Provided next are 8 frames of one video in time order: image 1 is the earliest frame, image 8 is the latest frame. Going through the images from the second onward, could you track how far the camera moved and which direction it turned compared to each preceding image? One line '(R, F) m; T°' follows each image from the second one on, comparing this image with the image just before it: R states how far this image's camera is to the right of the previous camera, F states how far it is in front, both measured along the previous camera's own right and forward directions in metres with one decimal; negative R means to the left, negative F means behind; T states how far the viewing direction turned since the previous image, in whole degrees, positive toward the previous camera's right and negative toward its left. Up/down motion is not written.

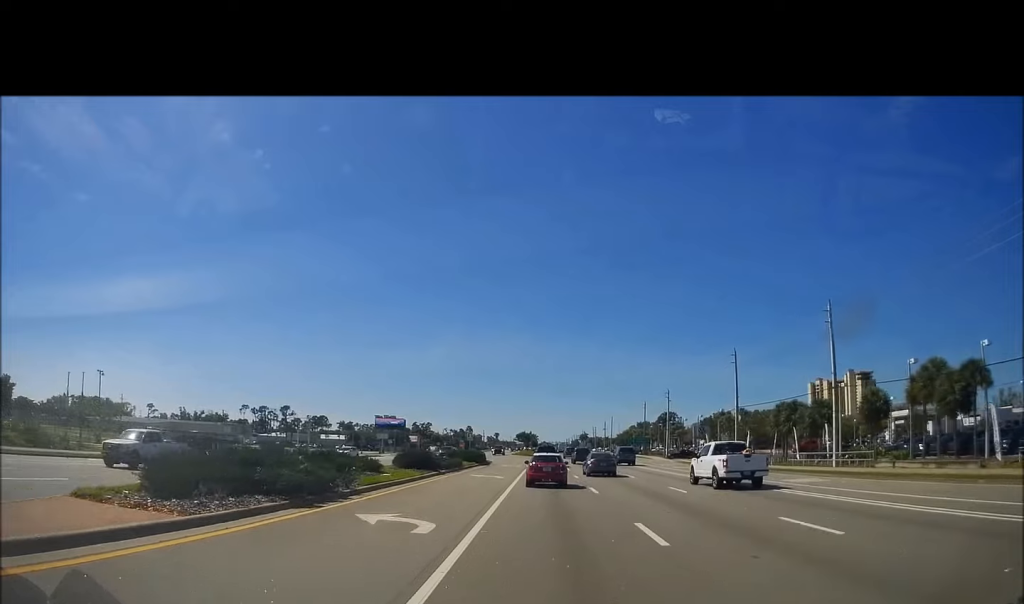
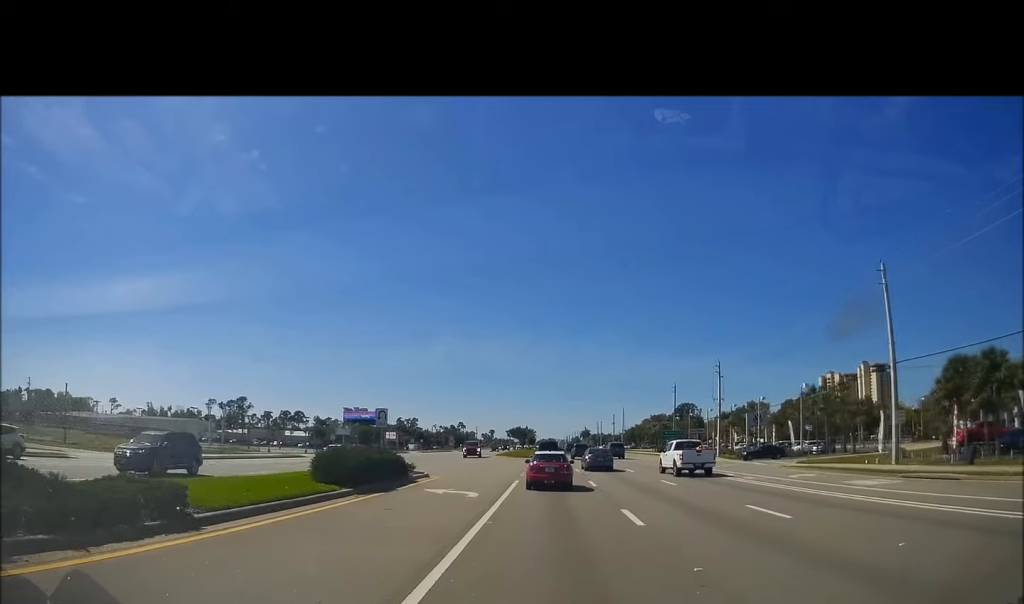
(-0.1, +34.7) m; 0°
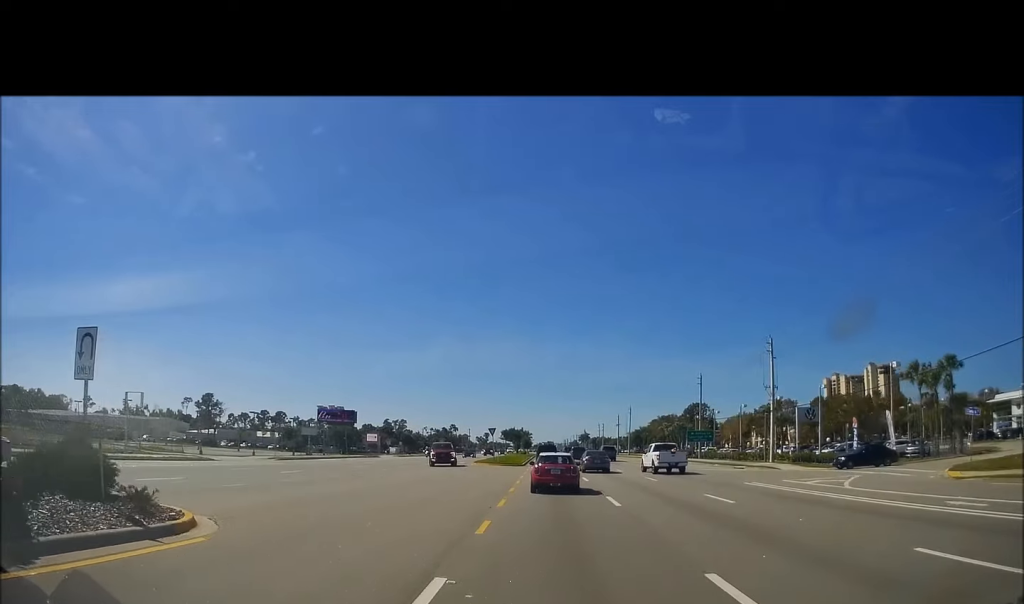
(0.0, +20.4) m; 0°
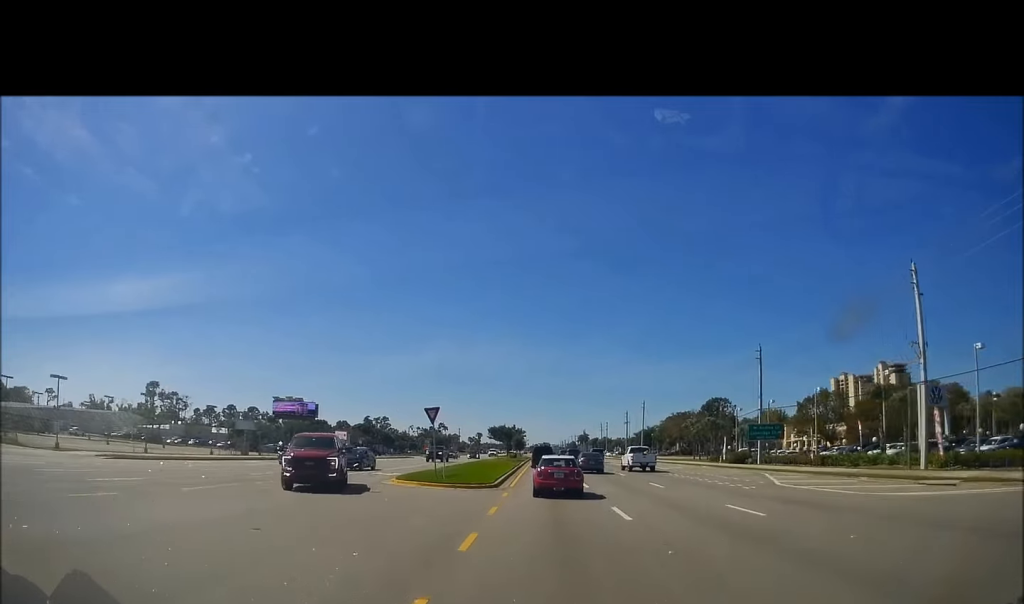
(+0.3, +27.0) m; +2°
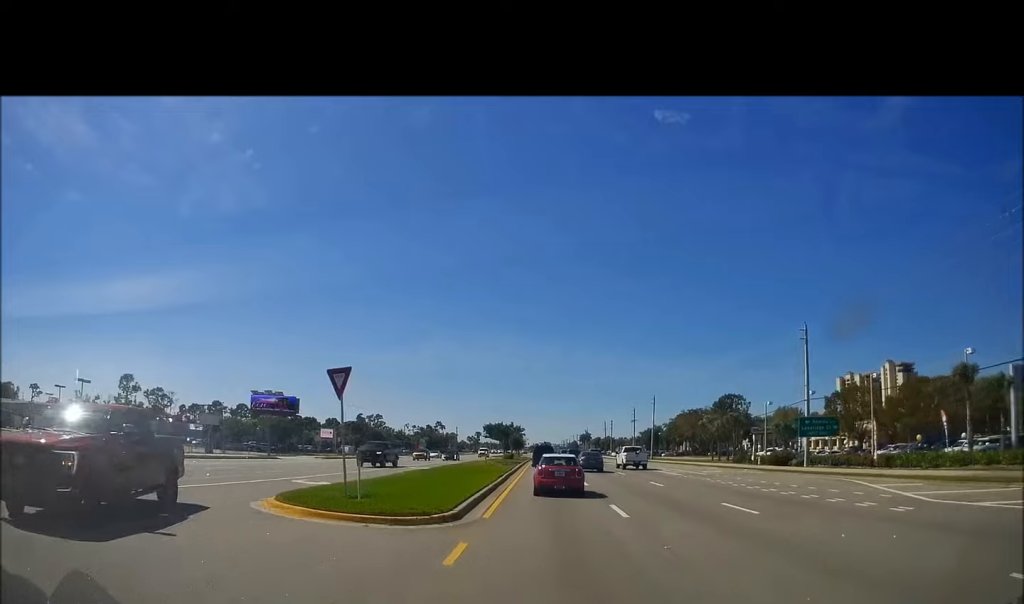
(0.0, +11.8) m; 0°
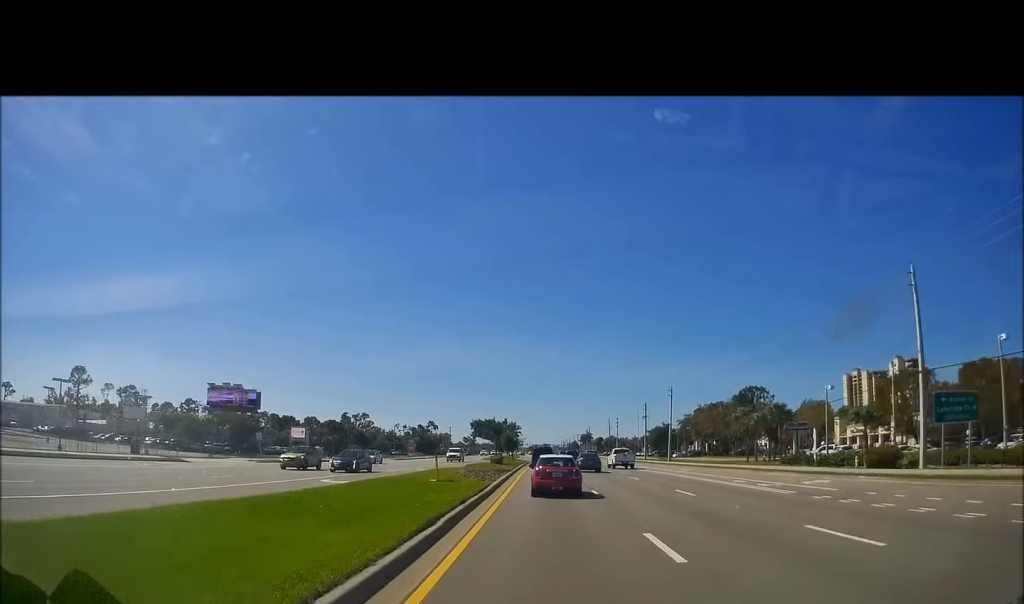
(0.0, +18.1) m; 0°
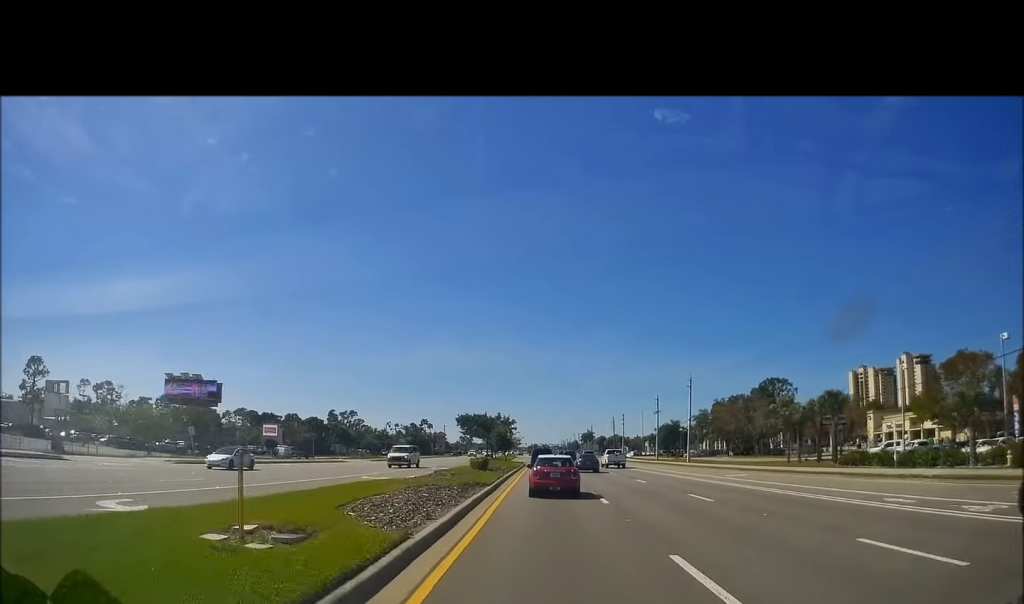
(0.0, +14.0) m; 0°
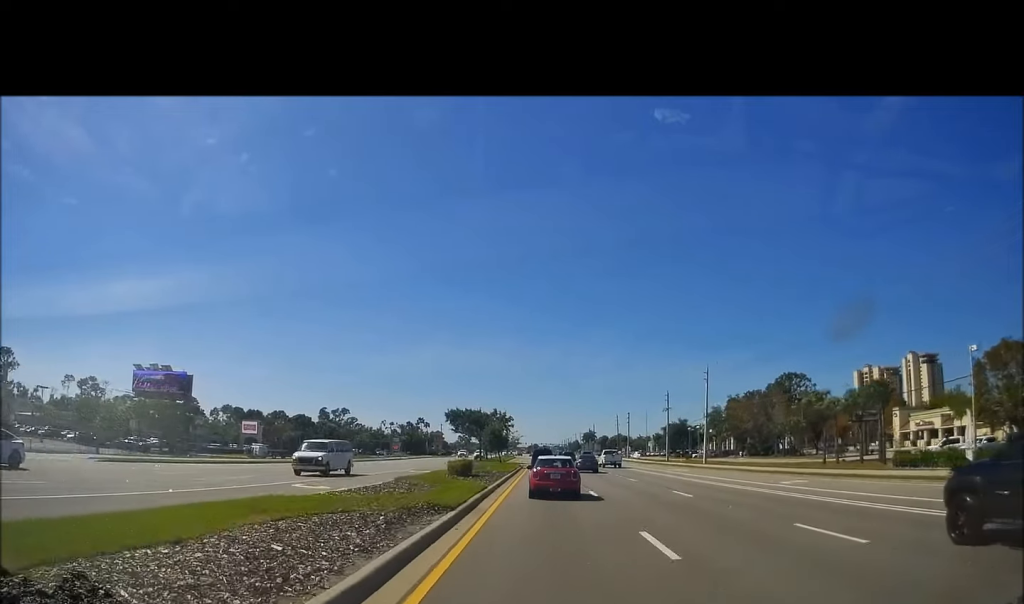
(0.0, +8.7) m; 0°
